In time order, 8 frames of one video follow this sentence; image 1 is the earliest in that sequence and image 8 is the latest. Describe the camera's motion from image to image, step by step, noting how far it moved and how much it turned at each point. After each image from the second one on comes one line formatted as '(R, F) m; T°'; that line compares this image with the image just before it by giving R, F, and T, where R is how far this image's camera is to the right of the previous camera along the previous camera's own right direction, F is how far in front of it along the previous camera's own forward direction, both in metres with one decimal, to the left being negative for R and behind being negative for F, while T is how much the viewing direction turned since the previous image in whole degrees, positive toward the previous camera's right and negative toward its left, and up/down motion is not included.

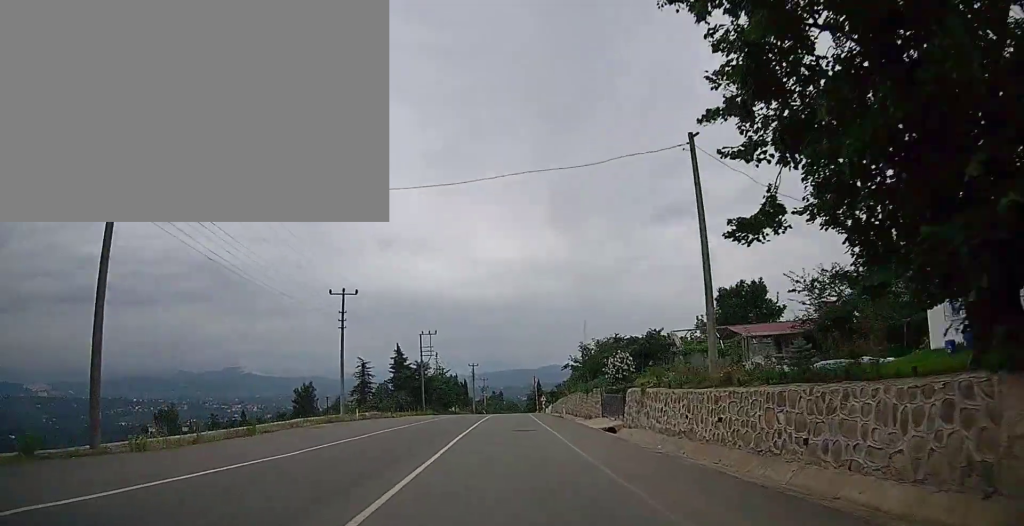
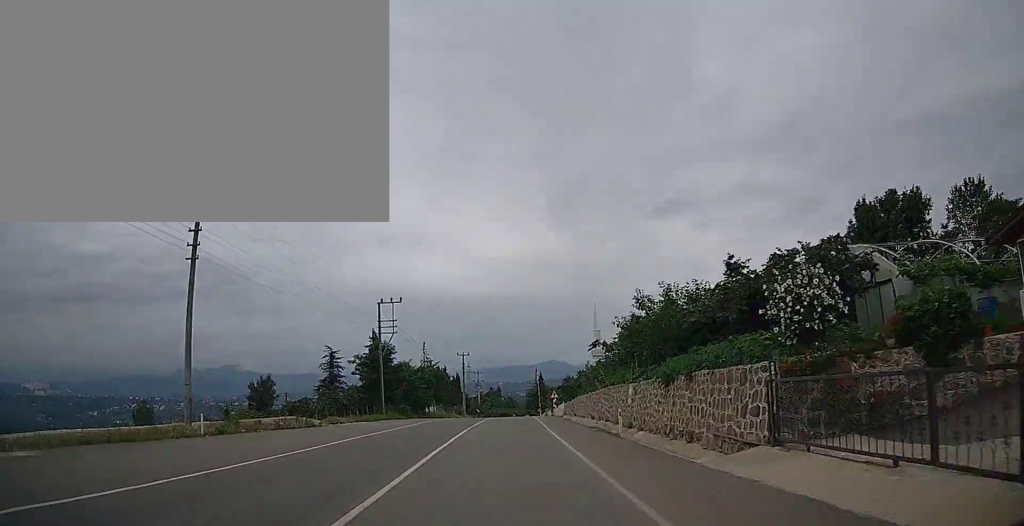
(0.0, +20.1) m; 0°
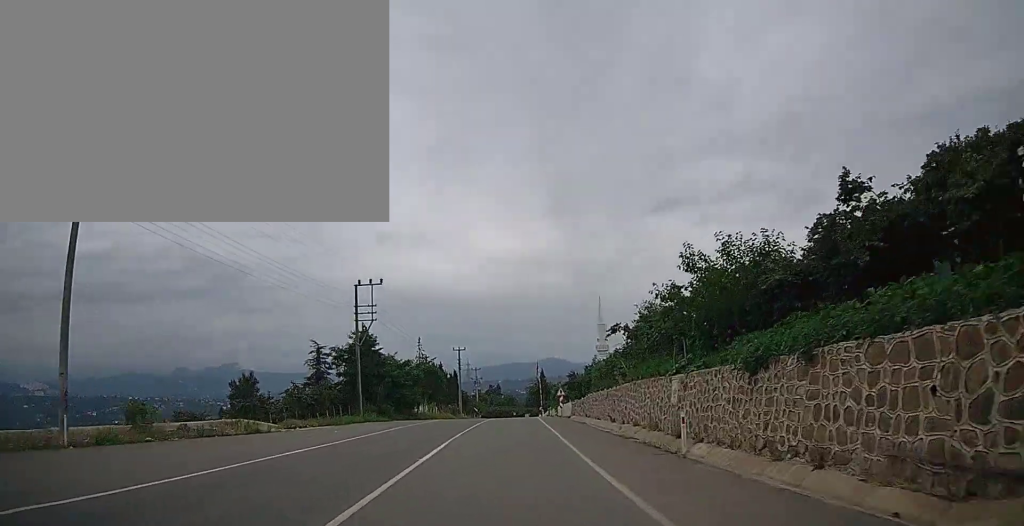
(0.0, +7.4) m; 0°
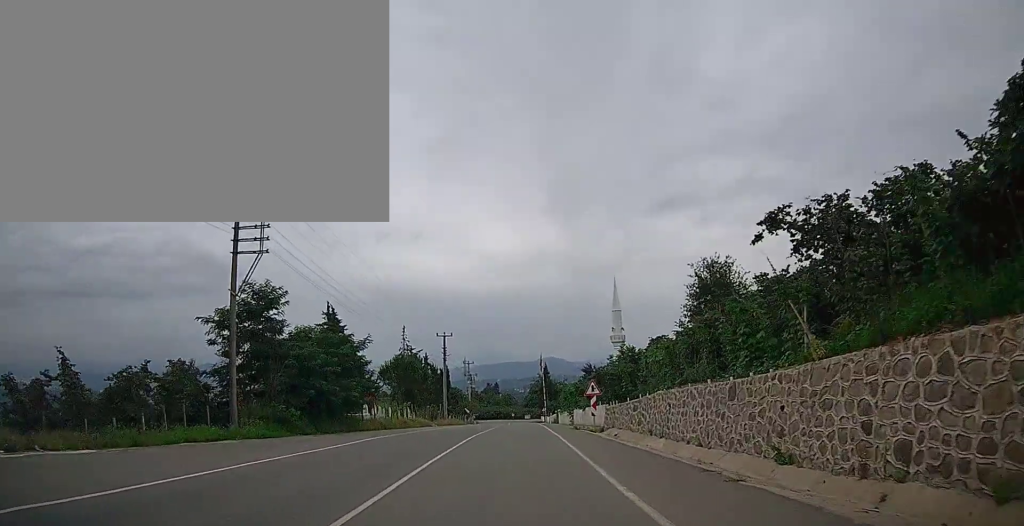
(0.0, +18.2) m; 0°
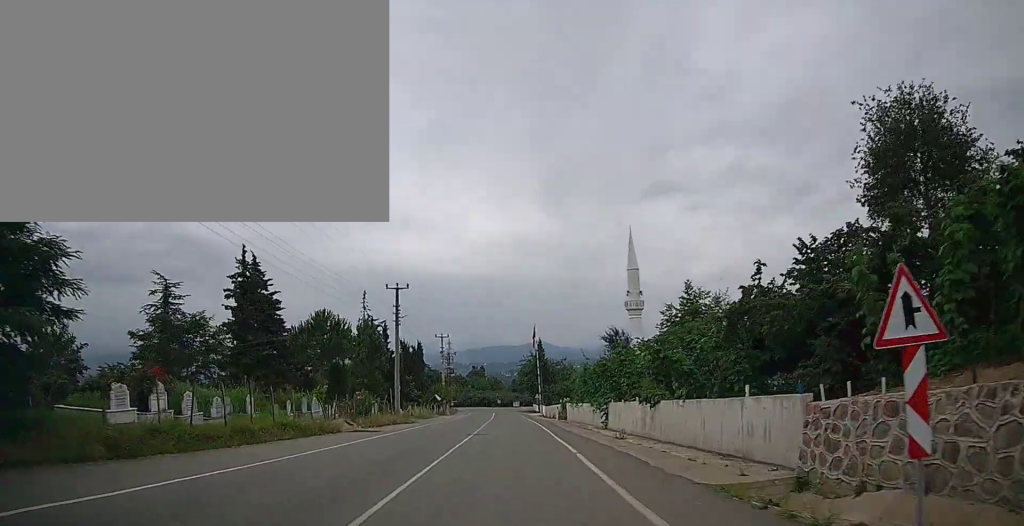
(-0.1, +22.9) m; +1°
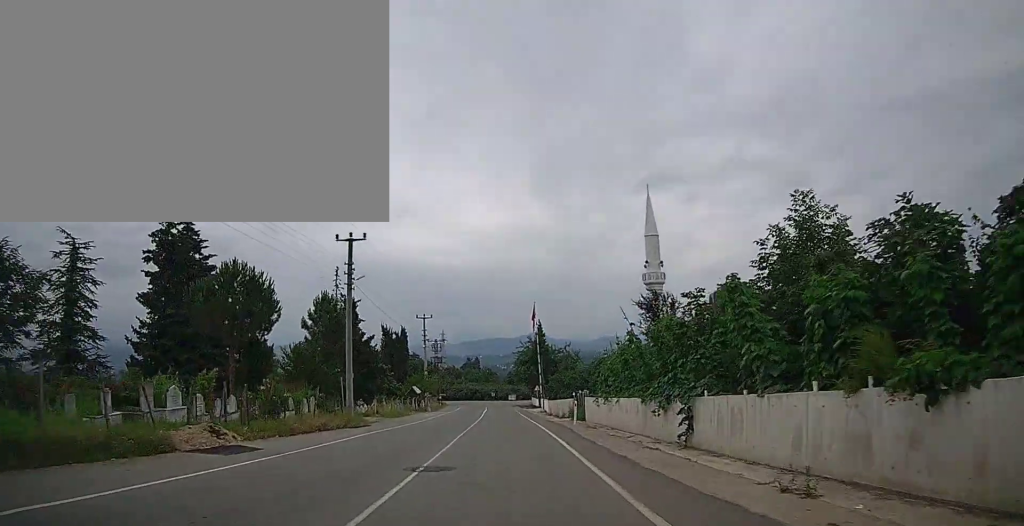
(+0.3, +13.0) m; +1°
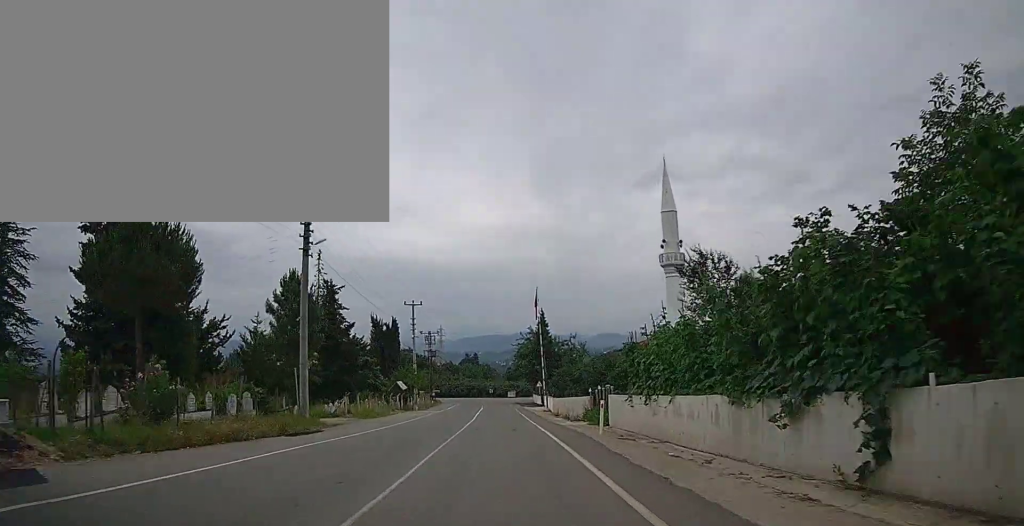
(0.0, +7.0) m; 0°
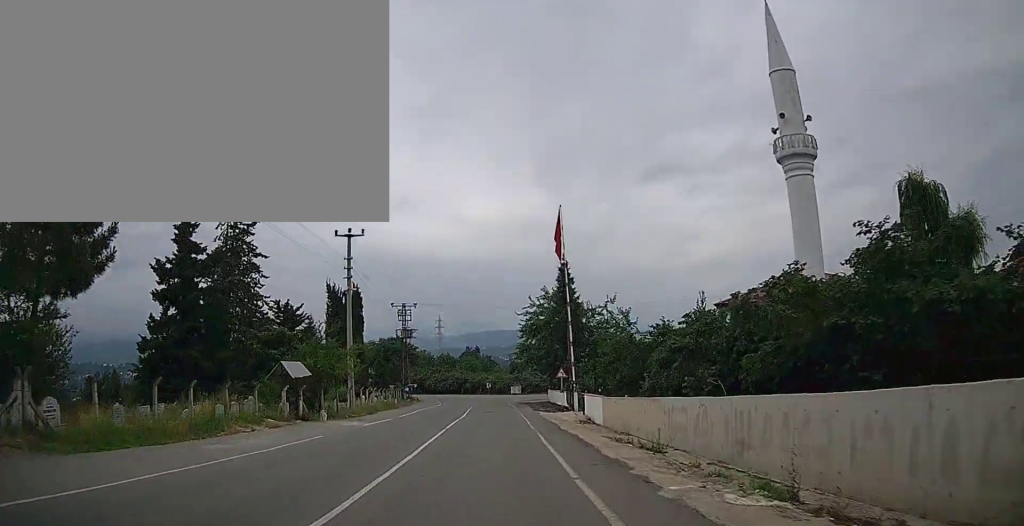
(0.0, +26.0) m; 0°
